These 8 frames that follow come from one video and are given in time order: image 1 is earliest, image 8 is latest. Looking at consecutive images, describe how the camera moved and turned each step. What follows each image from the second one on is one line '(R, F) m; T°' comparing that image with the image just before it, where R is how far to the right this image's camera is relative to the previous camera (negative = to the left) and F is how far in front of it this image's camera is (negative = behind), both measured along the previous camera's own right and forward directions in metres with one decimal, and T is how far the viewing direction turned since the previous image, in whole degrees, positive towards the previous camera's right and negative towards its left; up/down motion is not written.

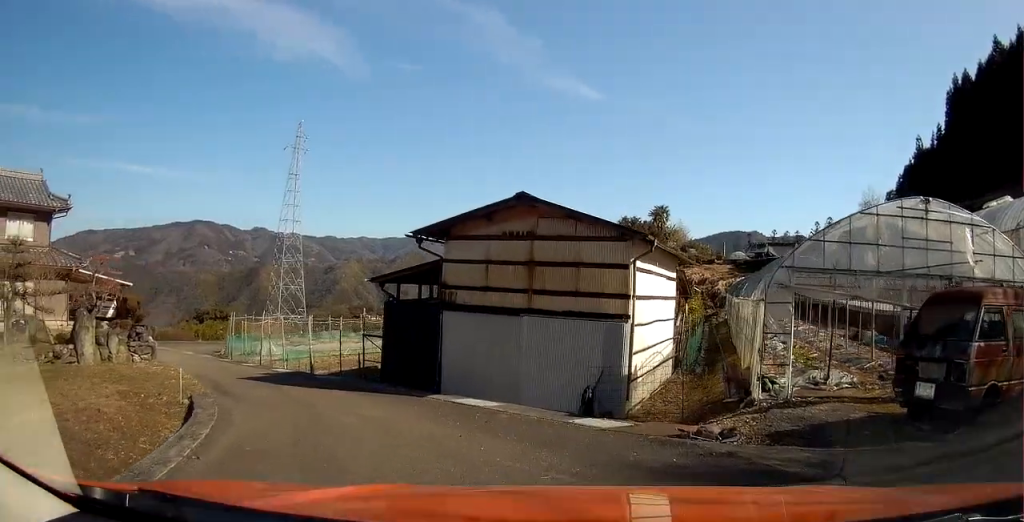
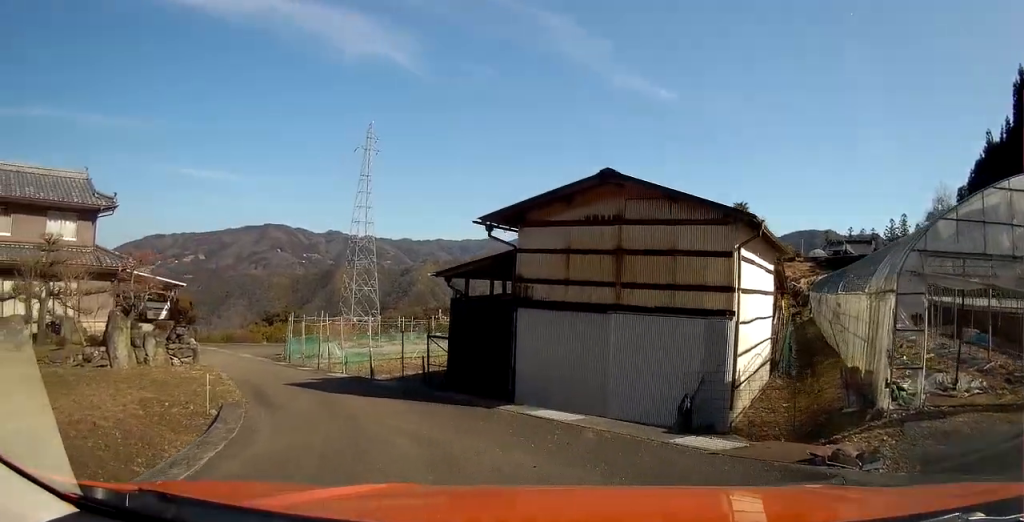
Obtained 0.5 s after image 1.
(+0.1, +1.7) m; -4°
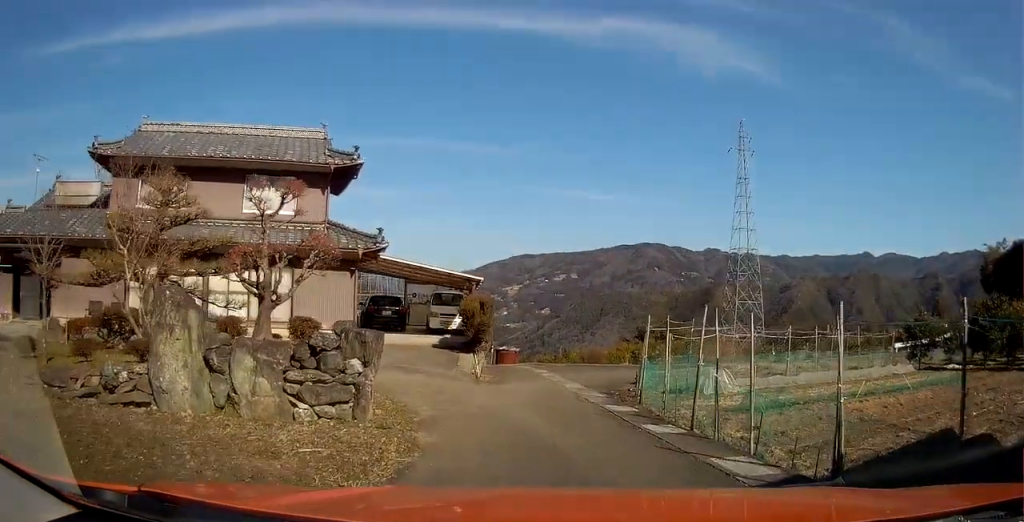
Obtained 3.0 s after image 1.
(-4.3, +10.2) m; -41°
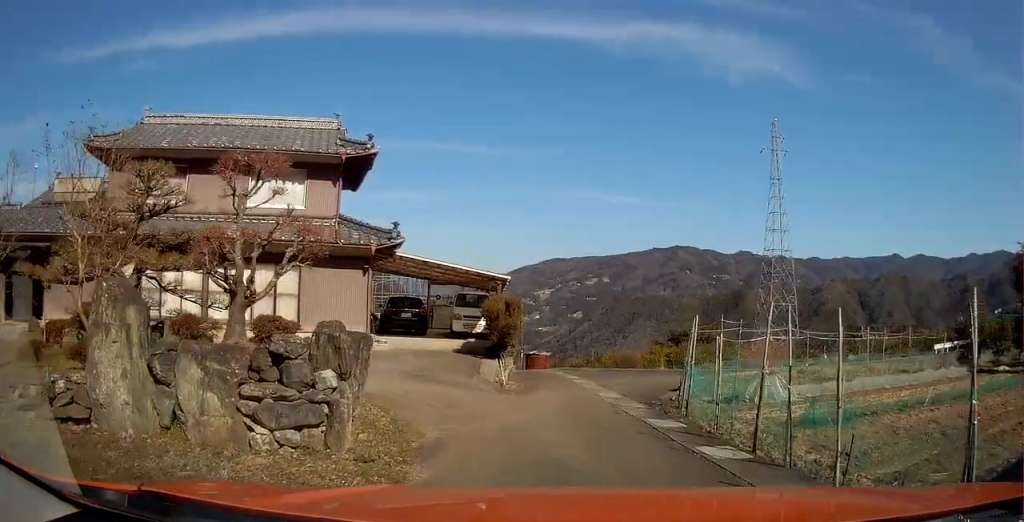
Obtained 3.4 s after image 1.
(-0.1, +2.0) m; -3°
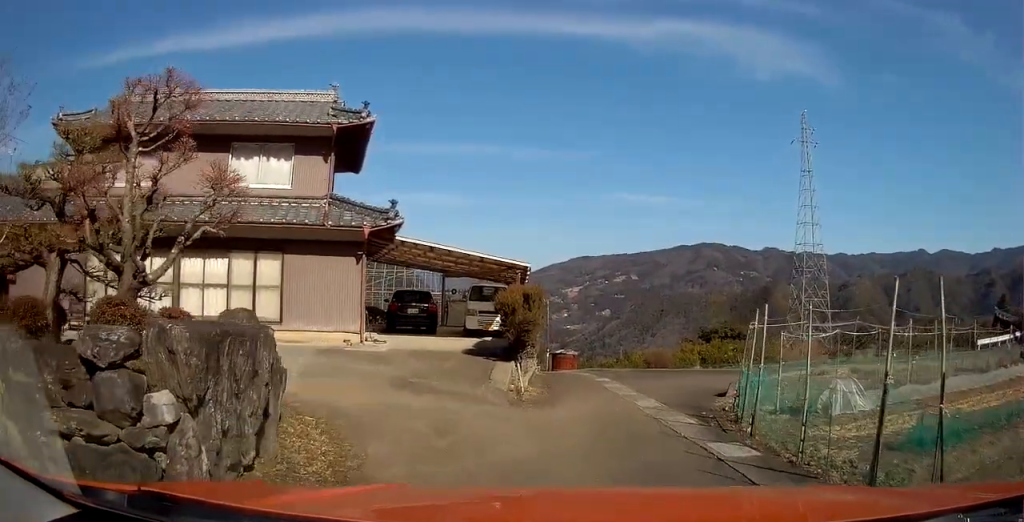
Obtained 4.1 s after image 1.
(0.0, +2.8) m; +6°
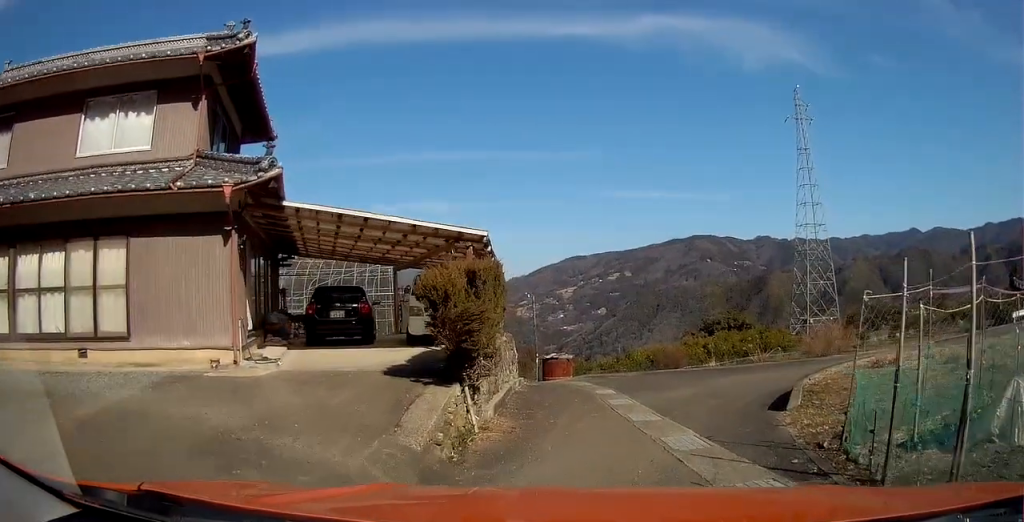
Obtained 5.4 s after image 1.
(+0.7, +5.8) m; +3°
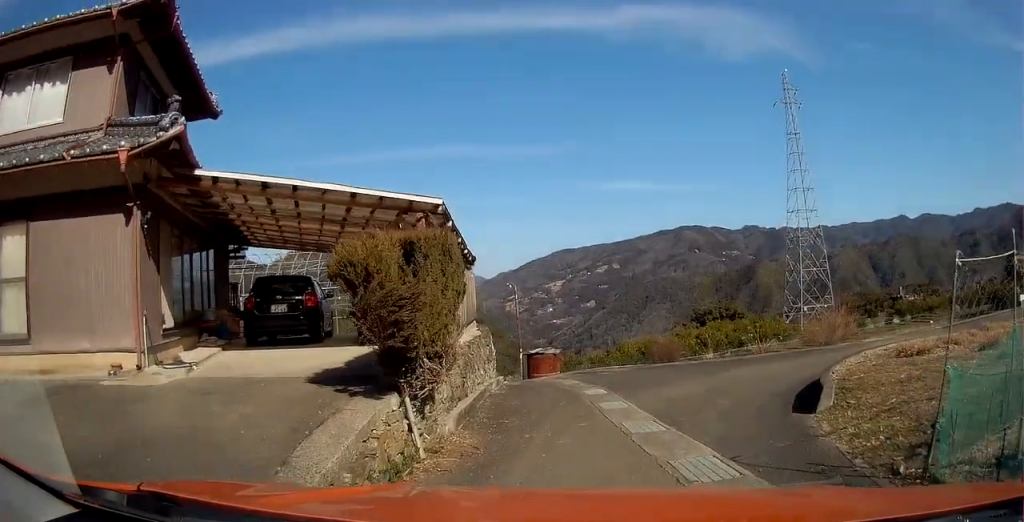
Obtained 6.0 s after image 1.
(-0.4, +2.3) m; +1°
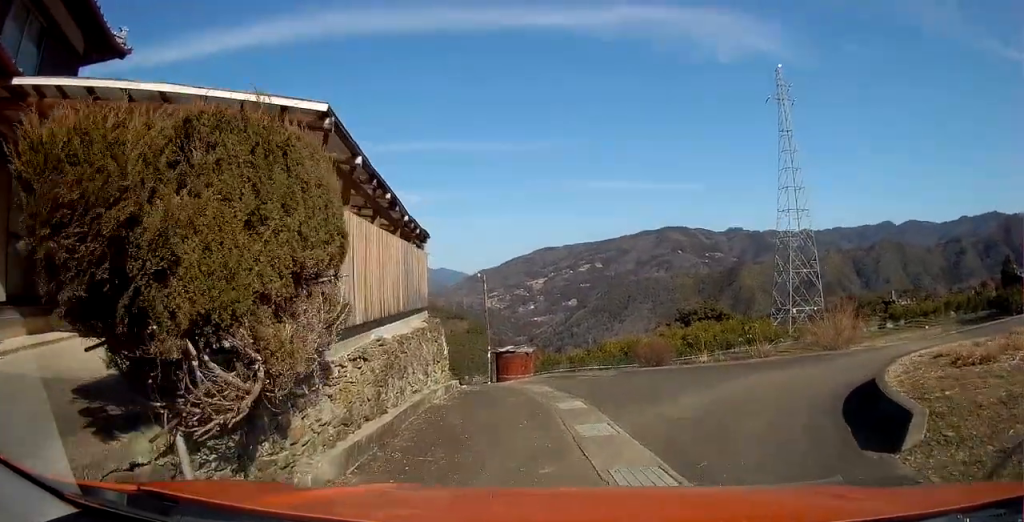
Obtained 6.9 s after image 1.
(+0.1, +3.6) m; +5°
